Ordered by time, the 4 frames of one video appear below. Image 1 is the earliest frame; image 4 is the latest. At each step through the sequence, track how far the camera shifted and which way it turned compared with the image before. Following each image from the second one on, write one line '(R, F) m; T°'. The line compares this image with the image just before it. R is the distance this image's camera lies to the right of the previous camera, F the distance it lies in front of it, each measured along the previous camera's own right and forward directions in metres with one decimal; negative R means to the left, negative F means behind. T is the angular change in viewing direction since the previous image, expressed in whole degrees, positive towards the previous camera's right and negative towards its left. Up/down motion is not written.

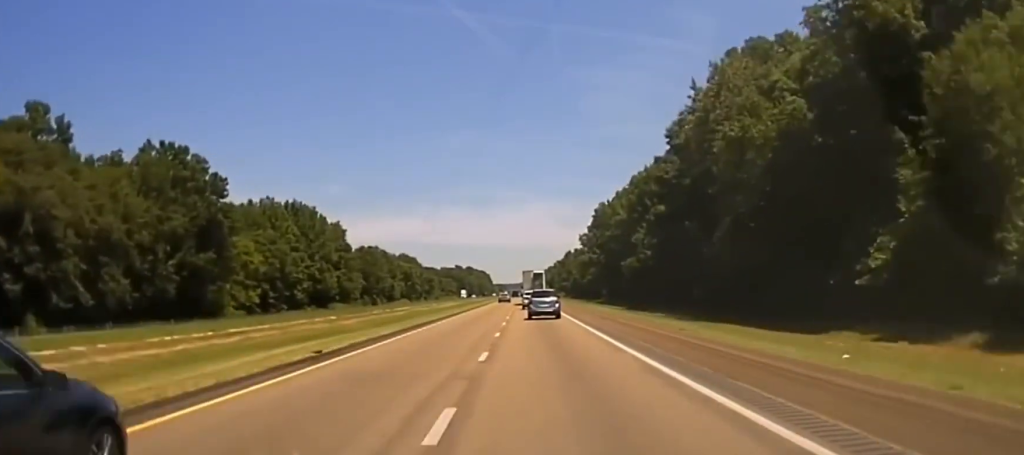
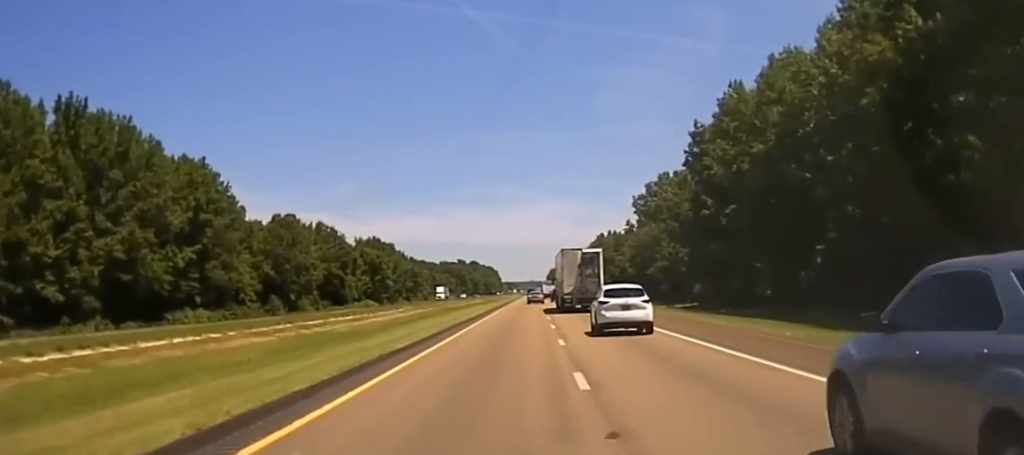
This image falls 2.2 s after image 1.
(-0.6, +101.5) m; -1°
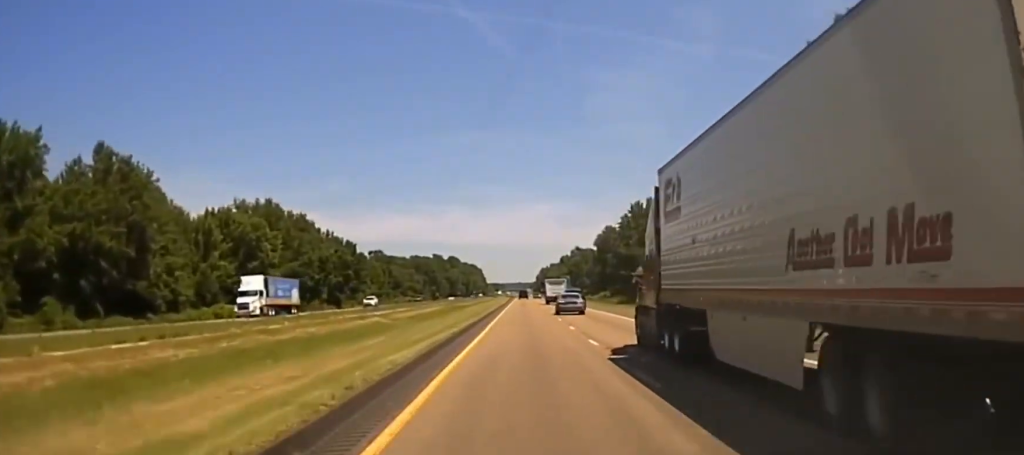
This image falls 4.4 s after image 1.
(+1.0, +115.3) m; +1°
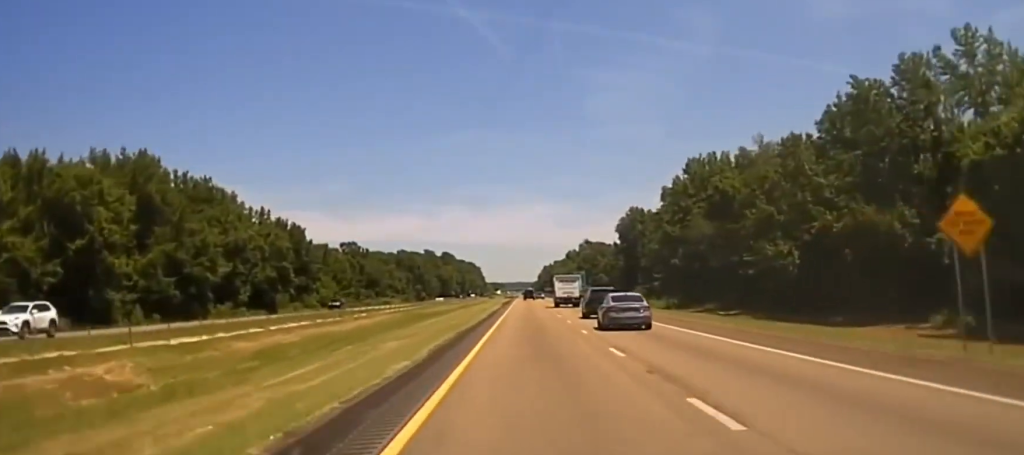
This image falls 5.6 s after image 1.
(+0.6, +75.6) m; +1°
